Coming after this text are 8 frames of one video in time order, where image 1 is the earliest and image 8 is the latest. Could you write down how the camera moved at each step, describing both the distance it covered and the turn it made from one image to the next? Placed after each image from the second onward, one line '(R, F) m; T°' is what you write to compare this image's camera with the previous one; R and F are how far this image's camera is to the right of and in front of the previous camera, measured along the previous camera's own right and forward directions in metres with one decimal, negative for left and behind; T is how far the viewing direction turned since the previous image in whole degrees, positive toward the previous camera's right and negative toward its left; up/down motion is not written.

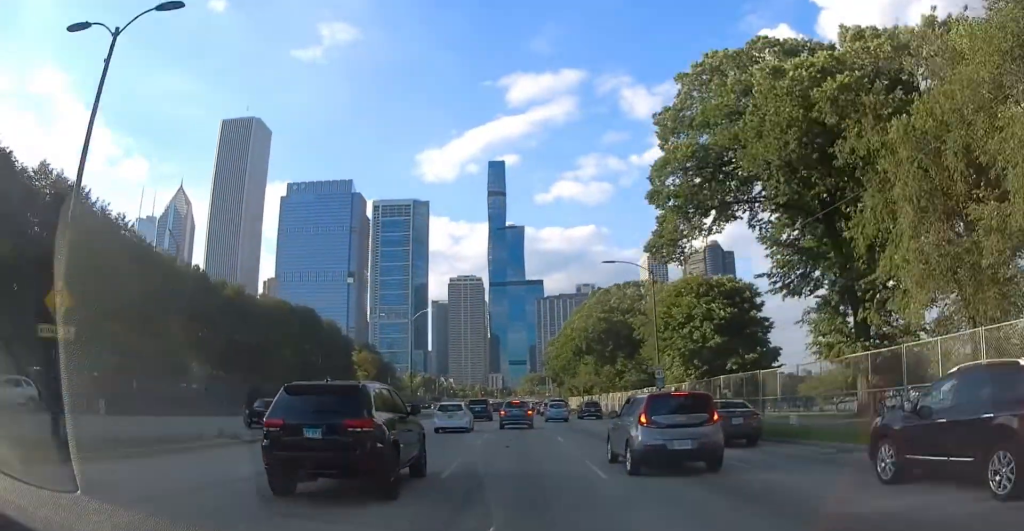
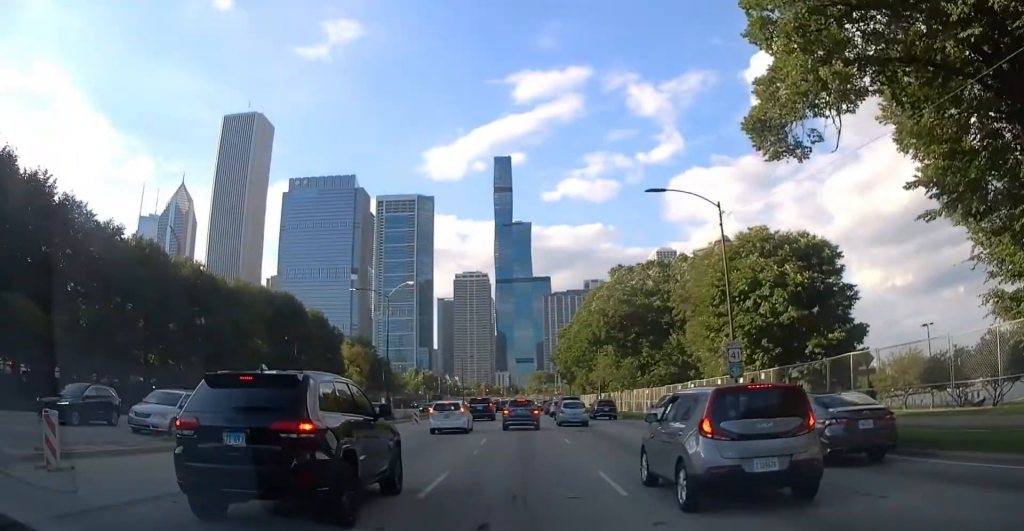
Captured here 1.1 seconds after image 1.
(+0.4, +13.7) m; 0°
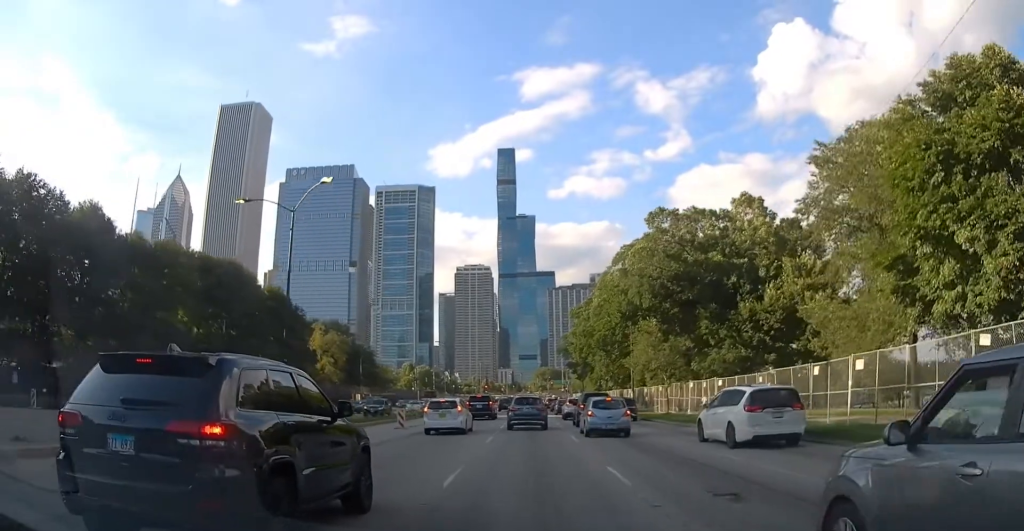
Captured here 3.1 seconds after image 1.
(-1.4, +23.3) m; -3°
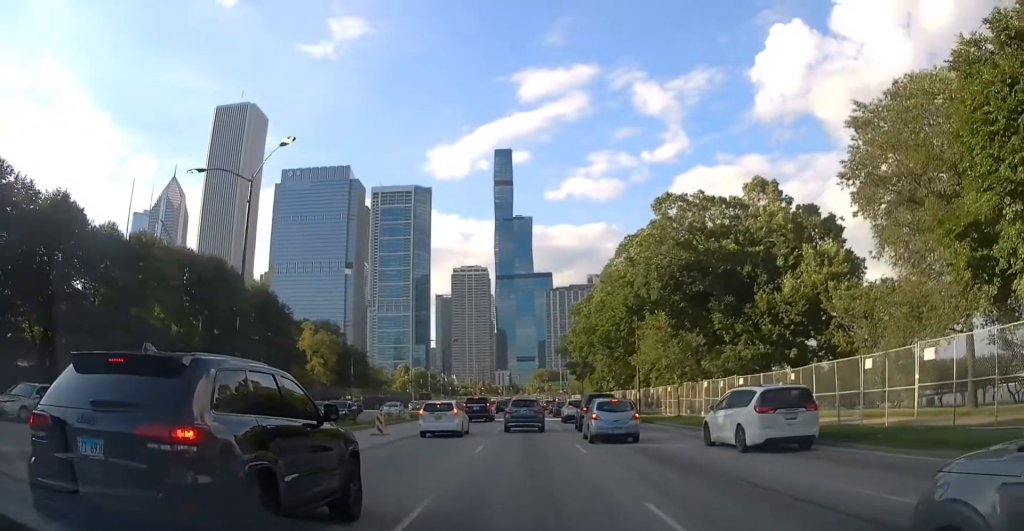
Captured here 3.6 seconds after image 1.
(-0.1, +4.8) m; +1°
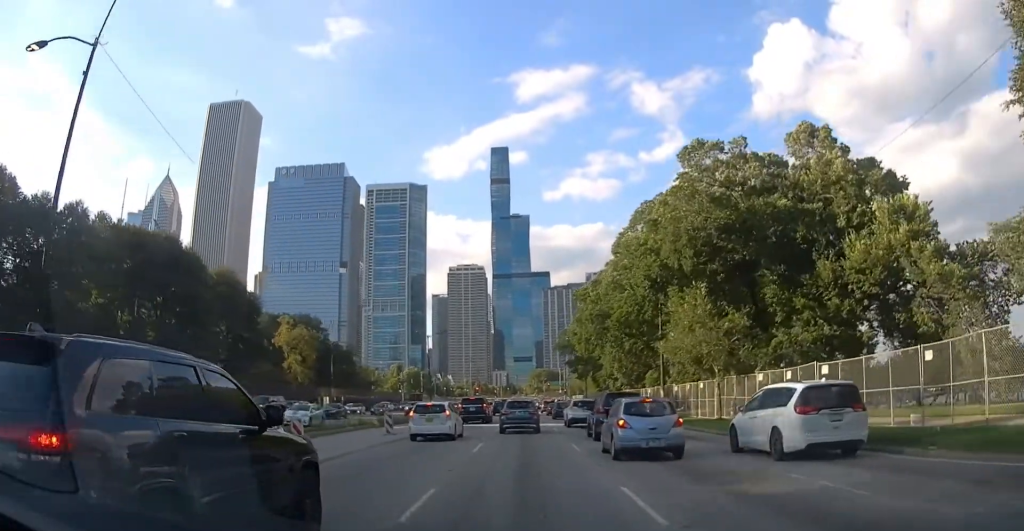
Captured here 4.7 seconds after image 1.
(+0.7, +11.1) m; +4°
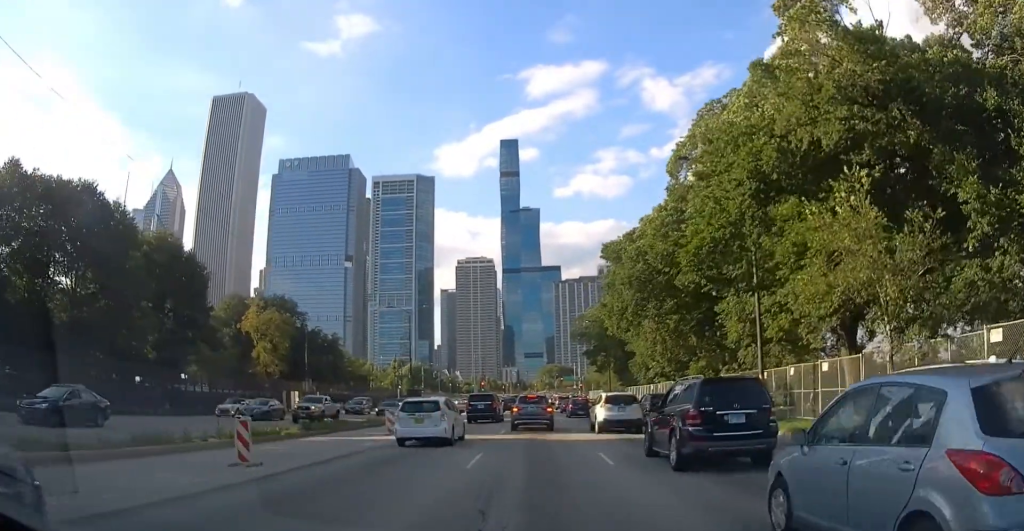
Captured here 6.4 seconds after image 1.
(0.0, +17.4) m; 0°
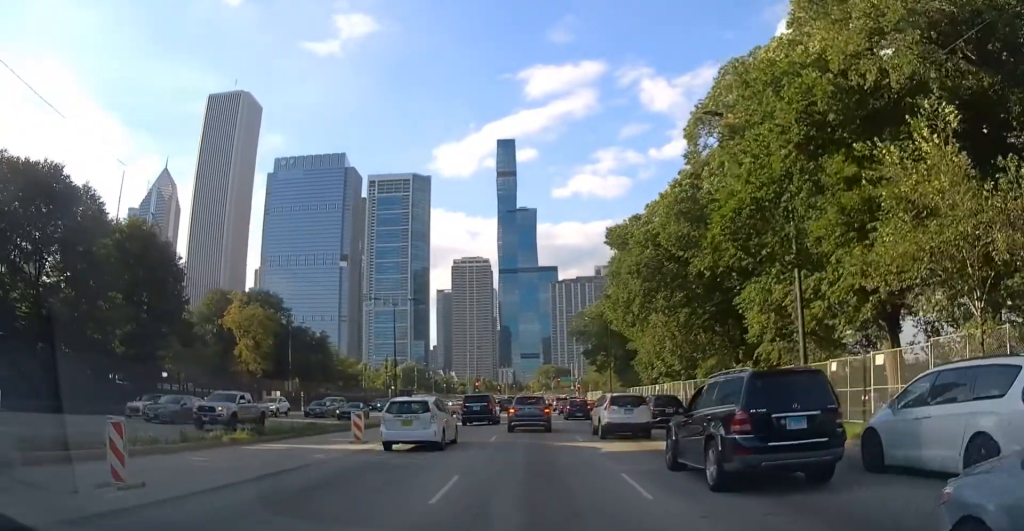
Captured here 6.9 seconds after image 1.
(0.0, +4.8) m; 0°
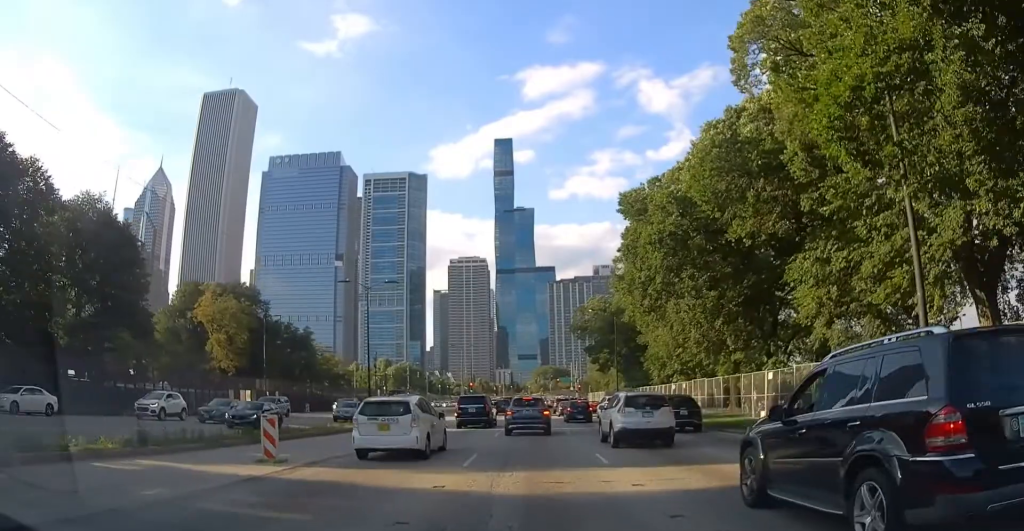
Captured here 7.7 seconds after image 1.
(0.0, +7.9) m; 0°
